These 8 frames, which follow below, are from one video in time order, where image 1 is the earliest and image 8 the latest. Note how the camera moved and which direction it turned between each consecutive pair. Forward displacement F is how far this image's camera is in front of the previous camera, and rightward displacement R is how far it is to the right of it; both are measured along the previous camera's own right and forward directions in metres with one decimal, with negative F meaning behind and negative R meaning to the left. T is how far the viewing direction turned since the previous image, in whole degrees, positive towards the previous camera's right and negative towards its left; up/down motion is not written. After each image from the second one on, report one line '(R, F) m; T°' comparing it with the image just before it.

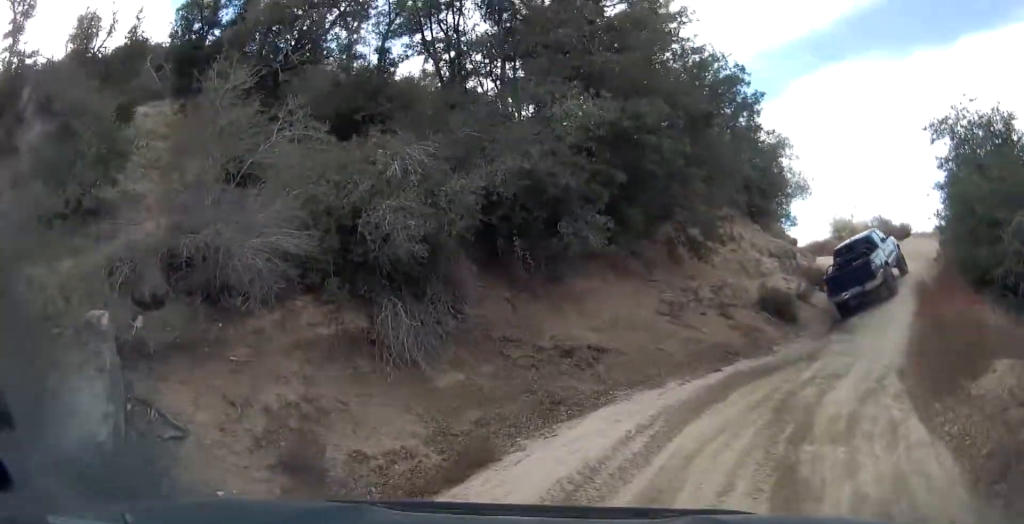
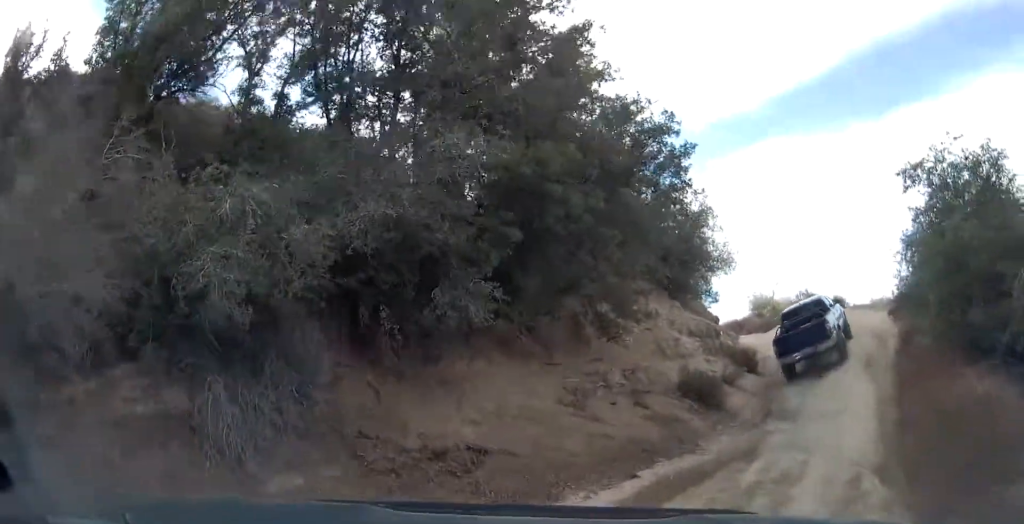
(+0.1, +2.3) m; +10°
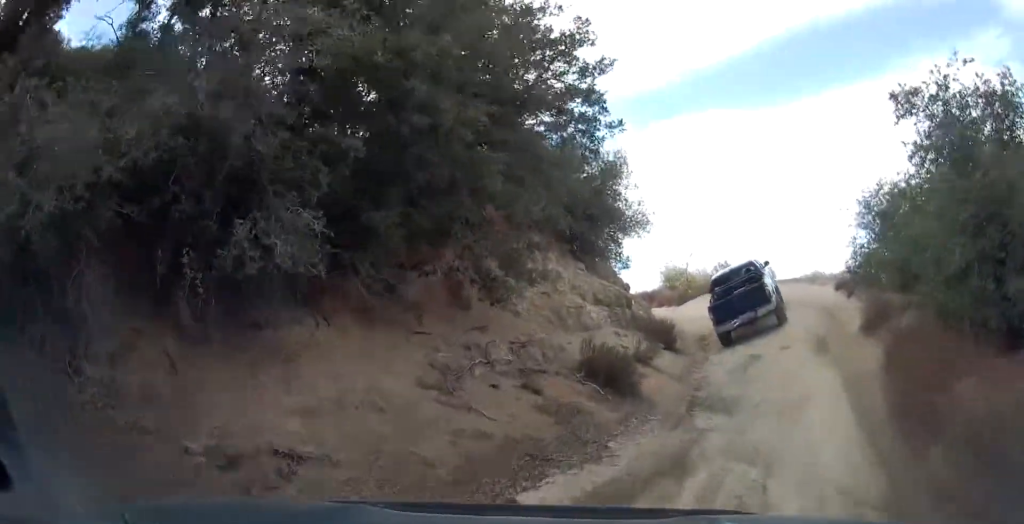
(+0.2, +2.5) m; +11°
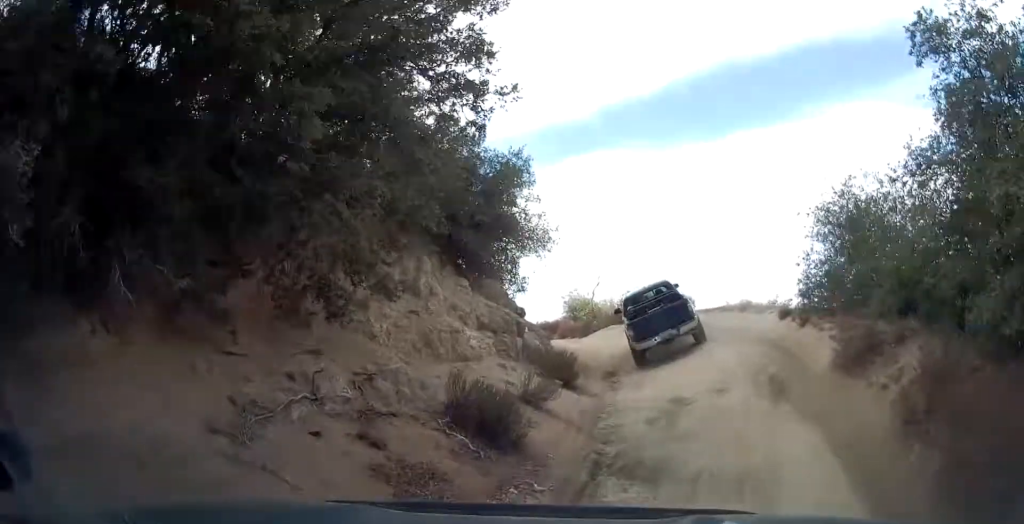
(+0.4, +3.0) m; +10°
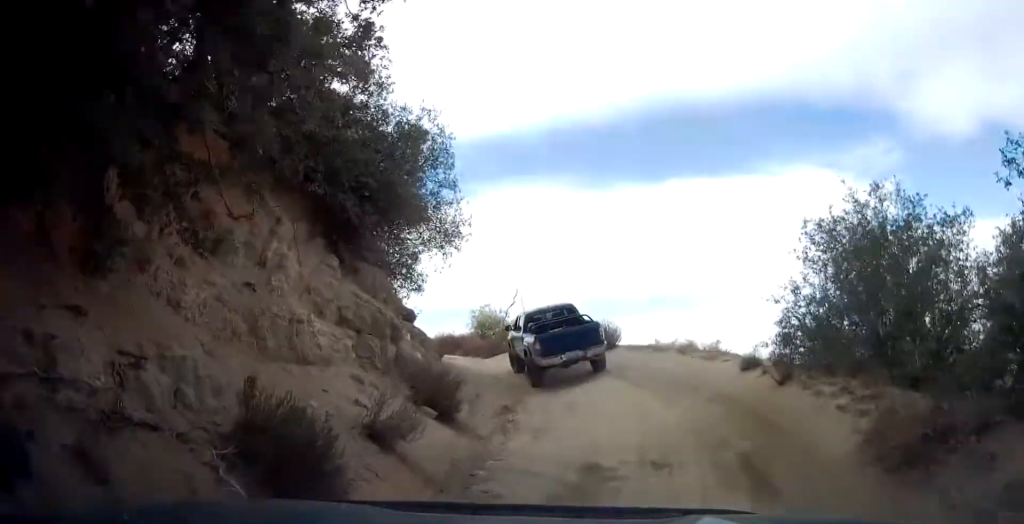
(+0.3, +3.3) m; +8°
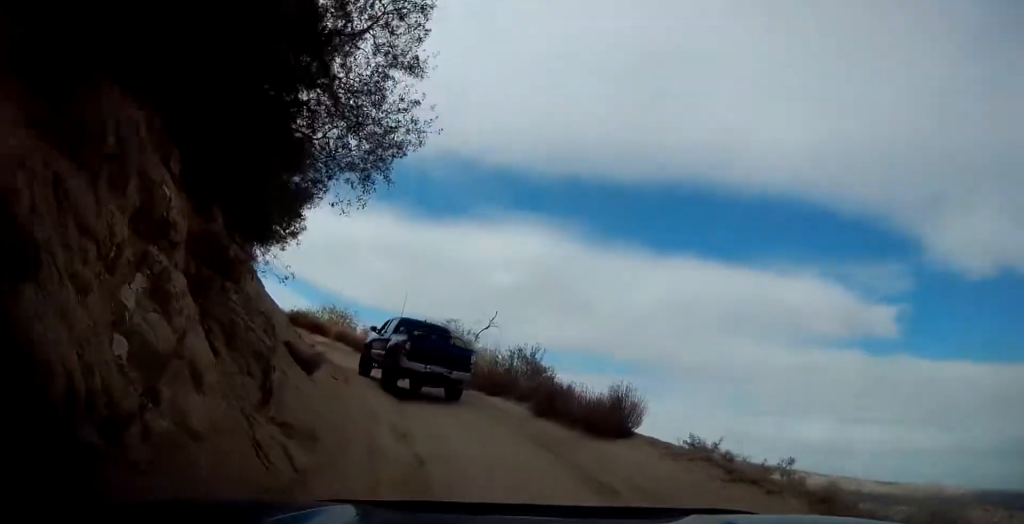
(+0.3, +8.3) m; -4°
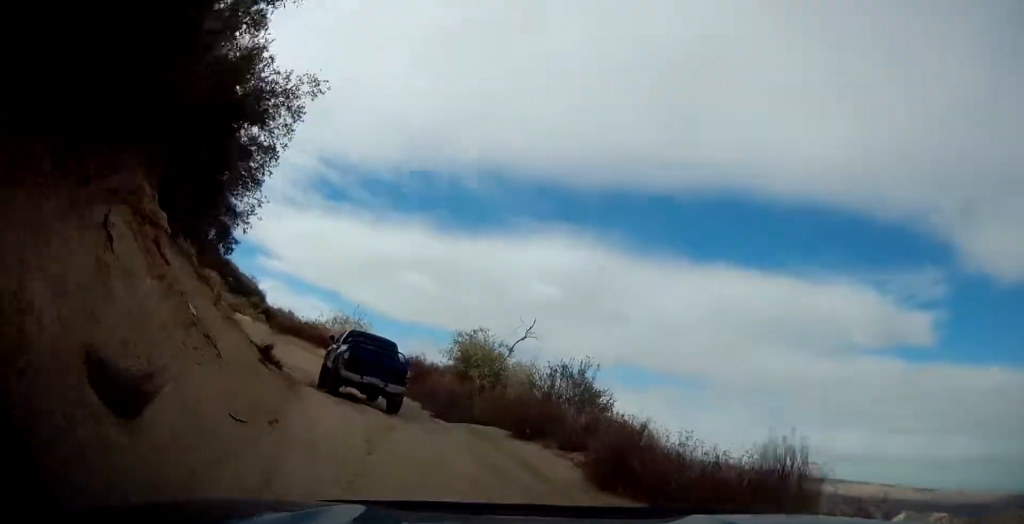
(-0.5, +5.5) m; -6°
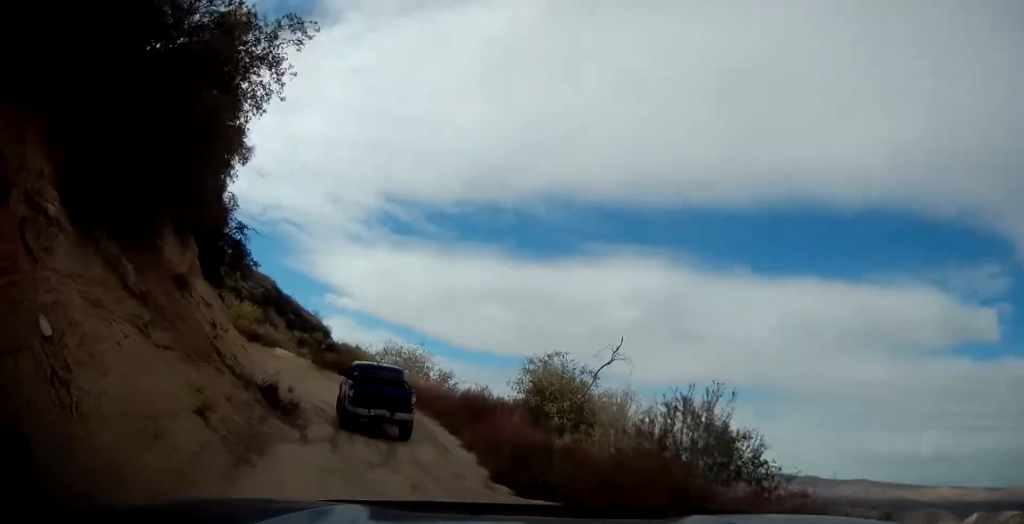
(0.0, +4.8) m; -4°
